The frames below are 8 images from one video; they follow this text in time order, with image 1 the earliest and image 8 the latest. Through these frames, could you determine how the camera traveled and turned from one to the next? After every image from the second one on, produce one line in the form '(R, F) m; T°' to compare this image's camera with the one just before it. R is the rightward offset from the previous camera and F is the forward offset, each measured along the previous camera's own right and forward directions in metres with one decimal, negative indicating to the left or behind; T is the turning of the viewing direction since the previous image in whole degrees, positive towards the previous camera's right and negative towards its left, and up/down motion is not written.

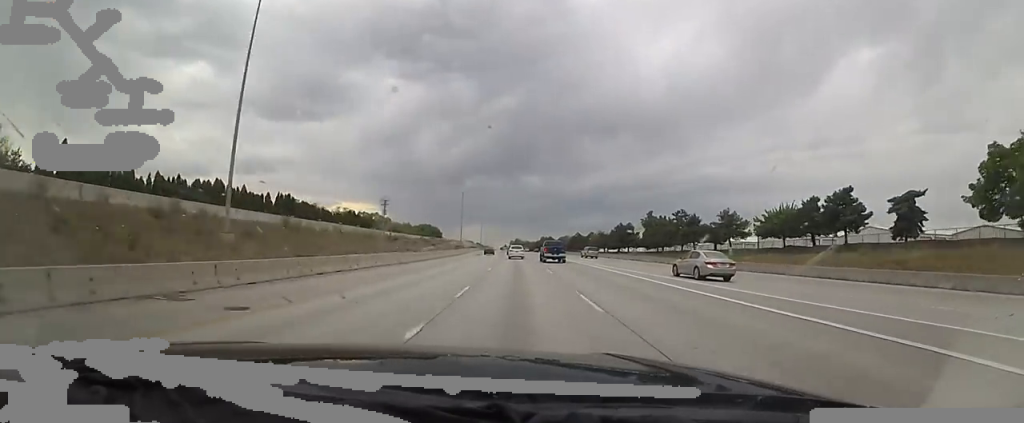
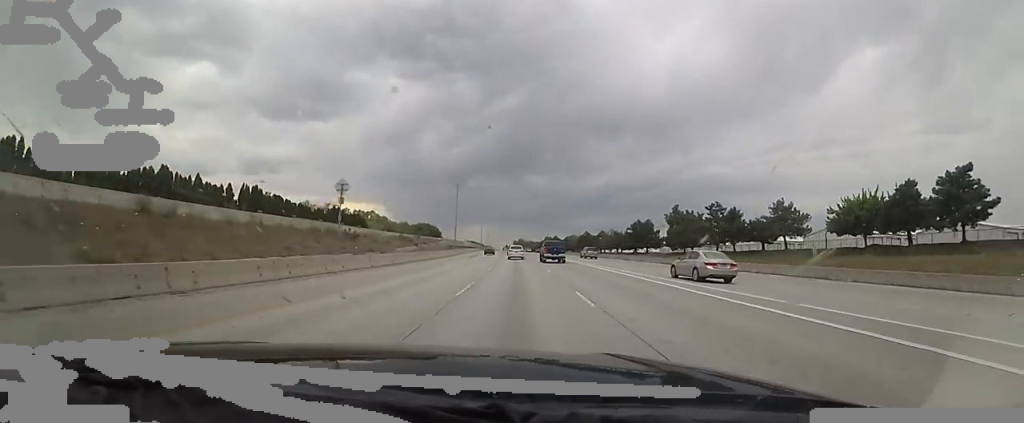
(-0.1, +14.4) m; -1°
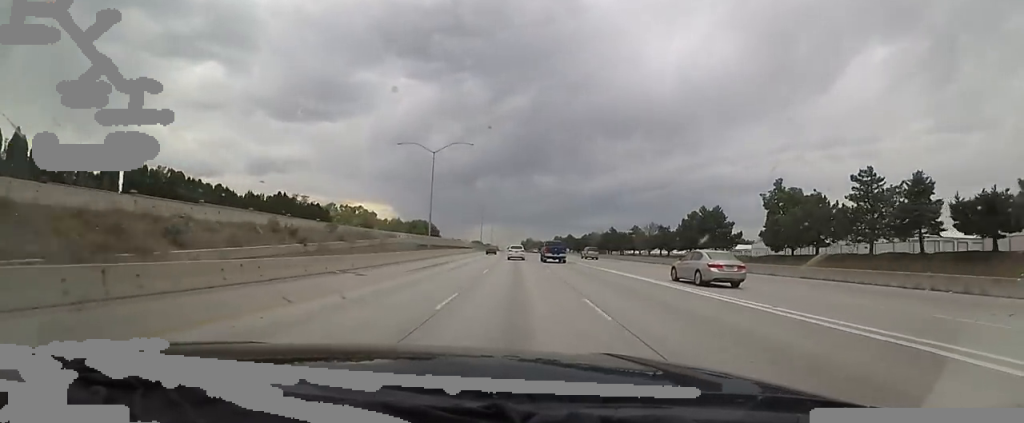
(-1.2, +32.7) m; -2°
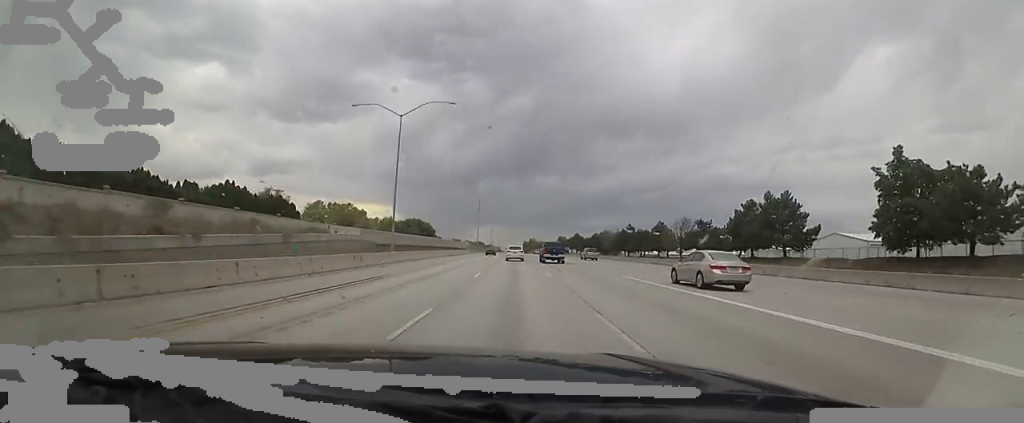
(0.0, +18.4) m; 0°
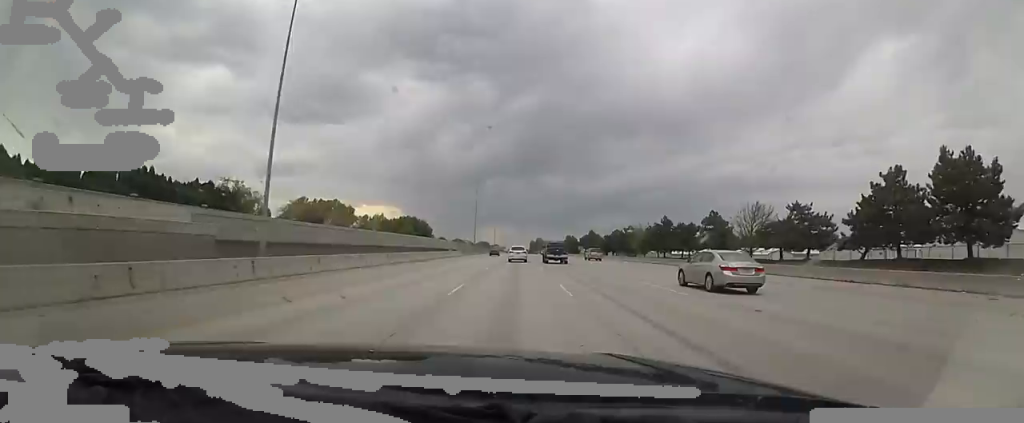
(0.0, +23.3) m; 0°
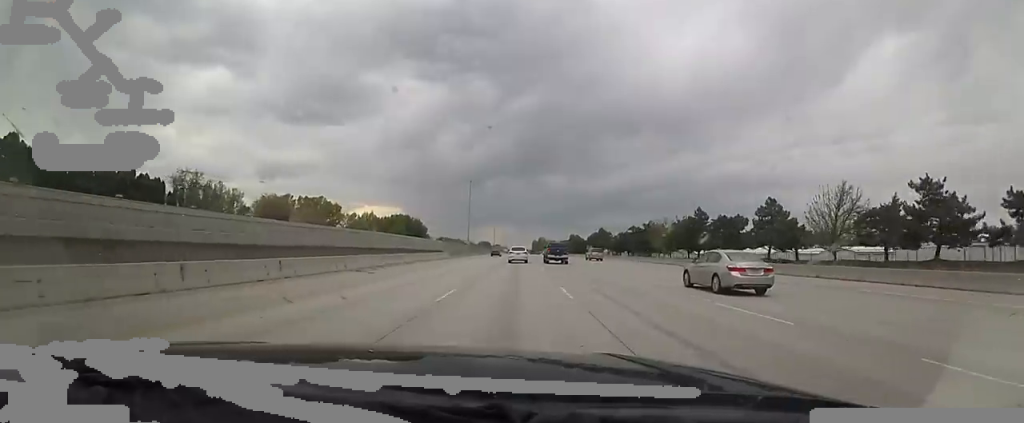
(0.0, +16.1) m; -1°
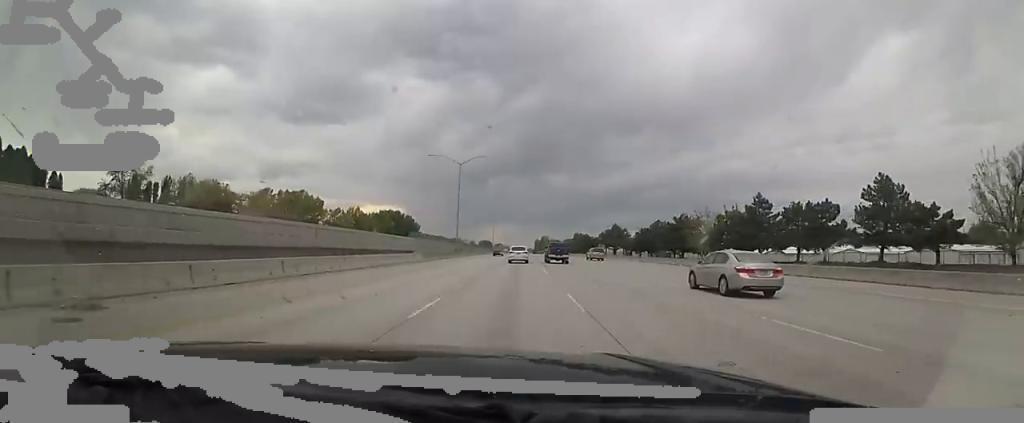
(+0.2, +17.9) m; -2°
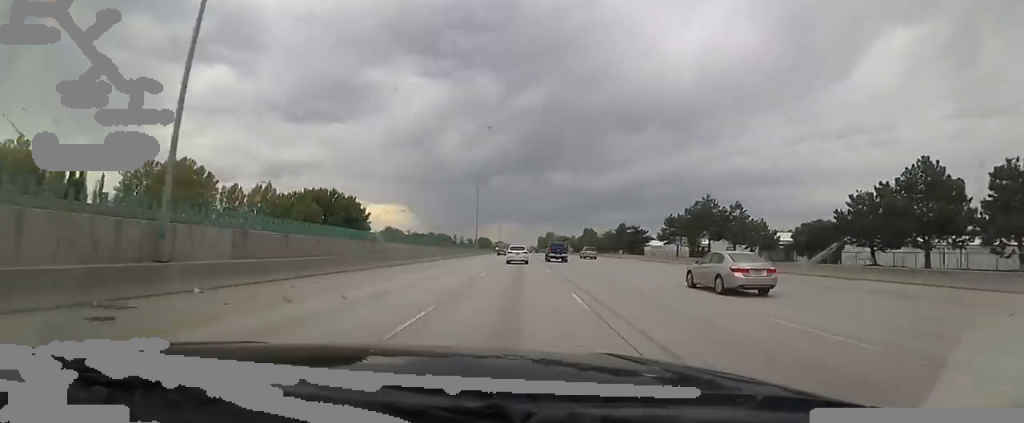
(-0.4, +61.9) m; +2°
